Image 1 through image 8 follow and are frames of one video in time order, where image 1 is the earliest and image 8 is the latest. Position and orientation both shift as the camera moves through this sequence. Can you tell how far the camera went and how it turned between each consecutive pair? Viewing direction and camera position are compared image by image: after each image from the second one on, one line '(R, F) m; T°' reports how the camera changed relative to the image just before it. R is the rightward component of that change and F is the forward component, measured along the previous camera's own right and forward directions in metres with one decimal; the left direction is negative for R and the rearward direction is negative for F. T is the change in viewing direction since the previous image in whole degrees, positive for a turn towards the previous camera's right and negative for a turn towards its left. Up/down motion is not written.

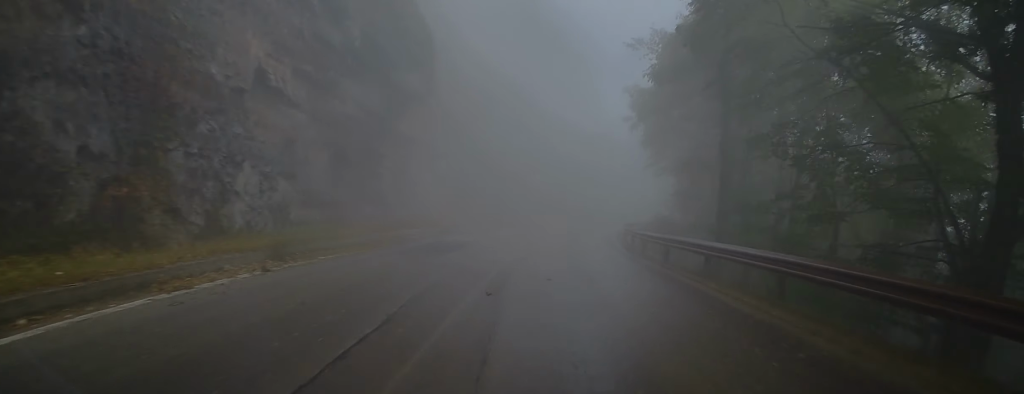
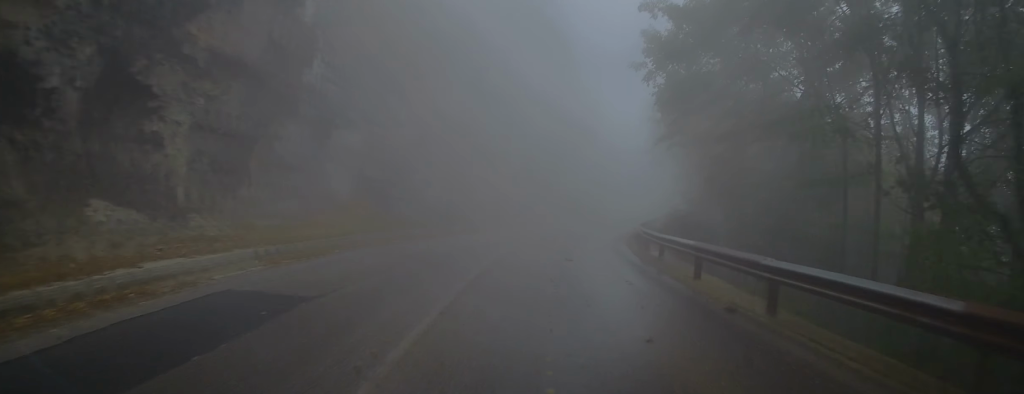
(+0.7, +12.7) m; +3°
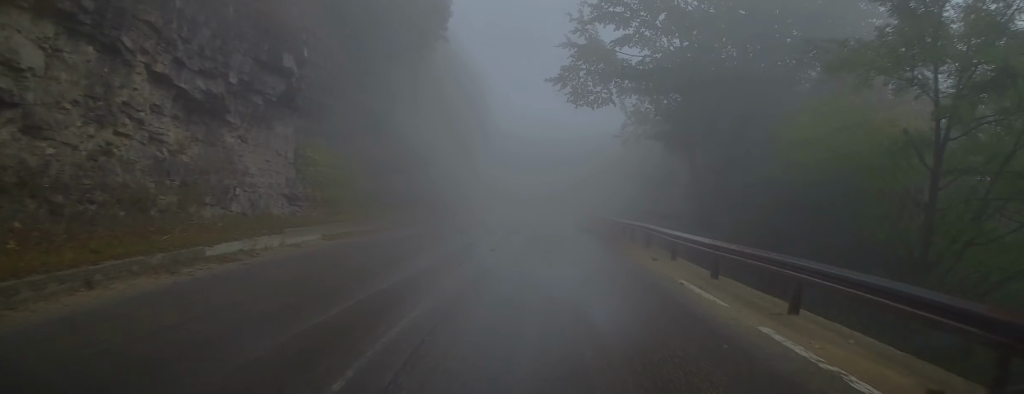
(+2.3, +40.2) m; +9°
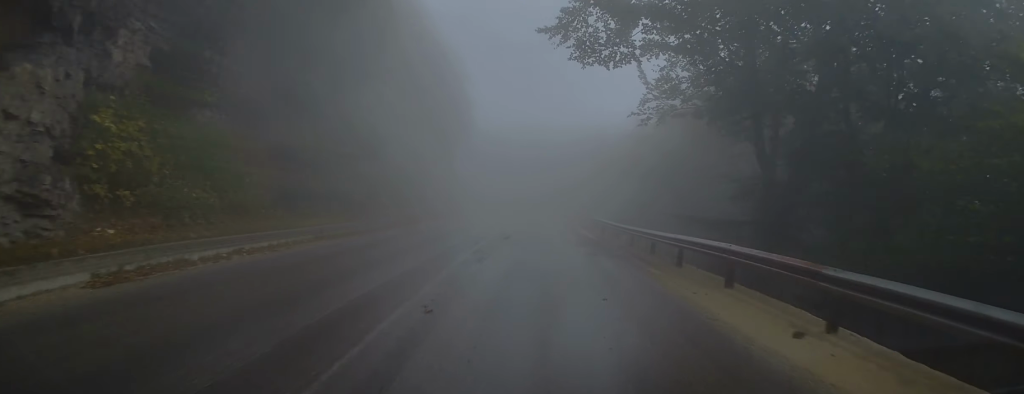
(+0.2, +8.8) m; +1°
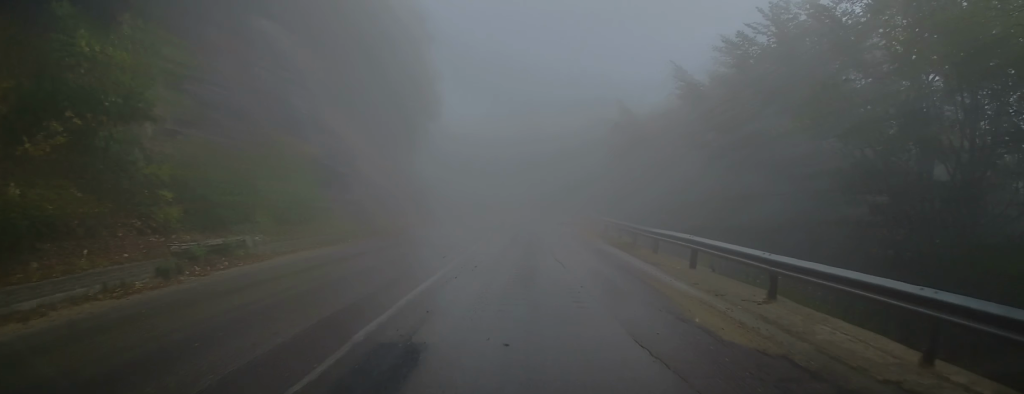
(+0.2, +17.1) m; 0°
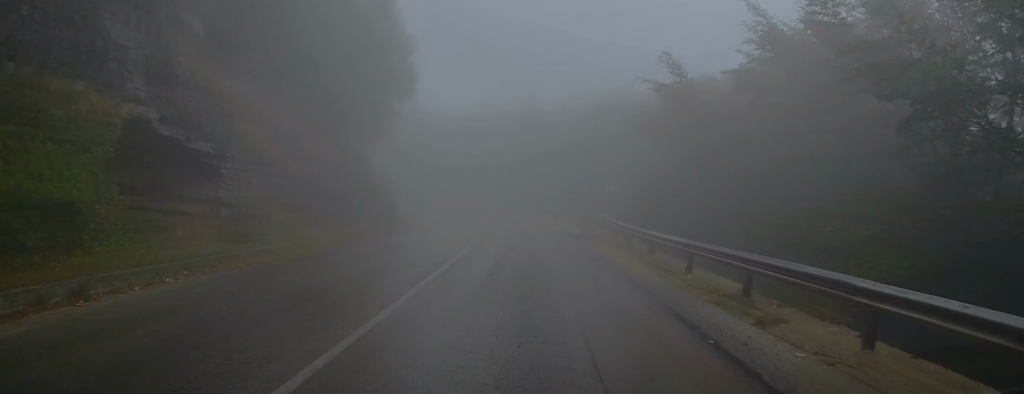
(-0.1, +10.9) m; 0°
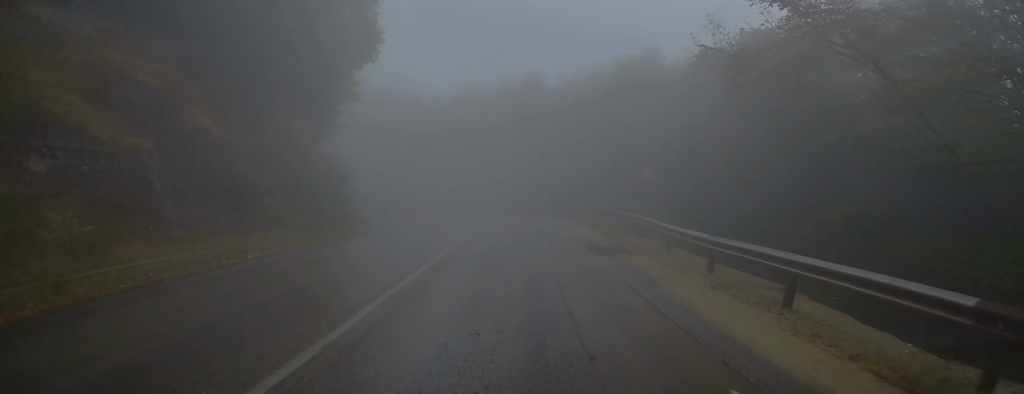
(+0.2, +9.2) m; 0°
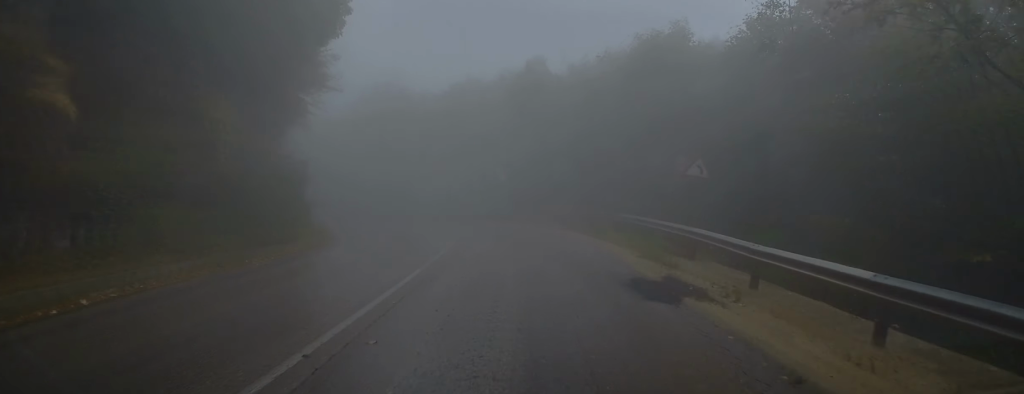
(-0.1, +5.7) m; -1°
